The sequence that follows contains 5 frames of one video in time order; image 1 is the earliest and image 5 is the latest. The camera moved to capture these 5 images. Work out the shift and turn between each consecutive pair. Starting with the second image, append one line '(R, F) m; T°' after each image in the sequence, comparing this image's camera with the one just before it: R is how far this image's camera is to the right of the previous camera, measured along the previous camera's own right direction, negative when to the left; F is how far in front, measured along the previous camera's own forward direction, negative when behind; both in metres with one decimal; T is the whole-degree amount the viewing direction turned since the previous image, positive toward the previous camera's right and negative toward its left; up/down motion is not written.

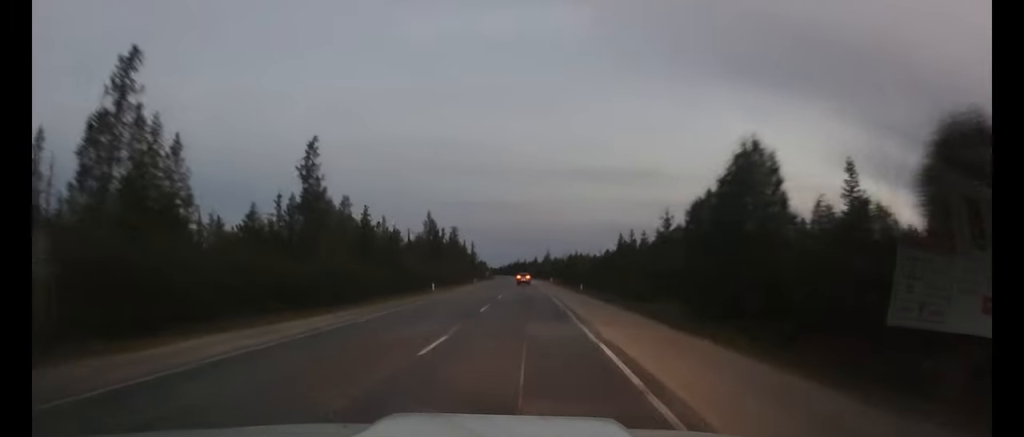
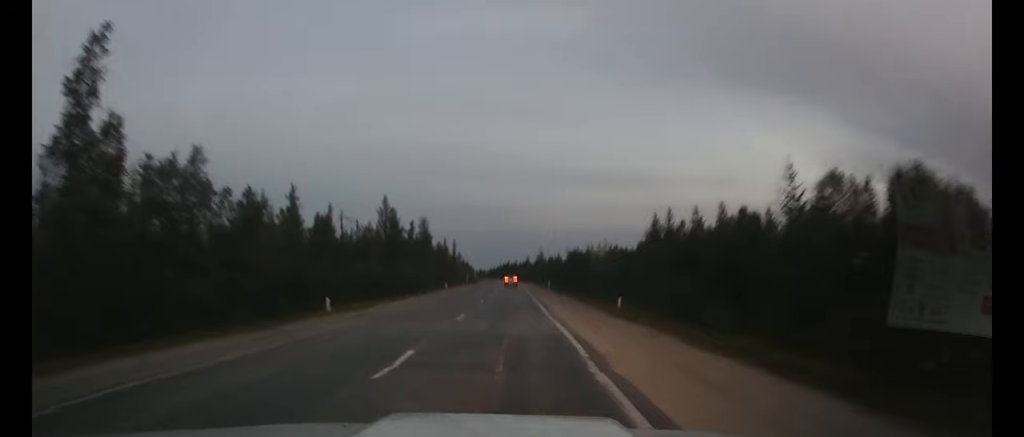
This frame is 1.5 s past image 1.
(+0.1, +27.0) m; +1°
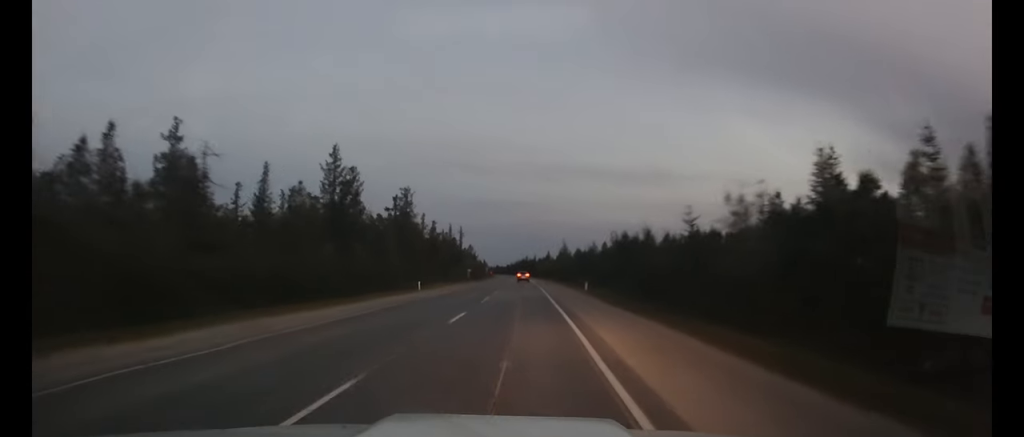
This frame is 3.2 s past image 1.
(0.0, +29.7) m; -1°
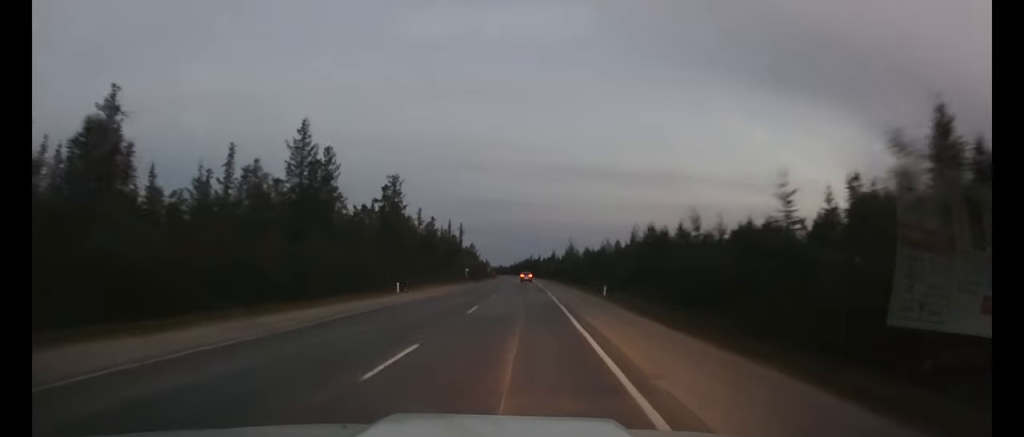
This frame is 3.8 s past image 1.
(0.0, +9.2) m; 0°
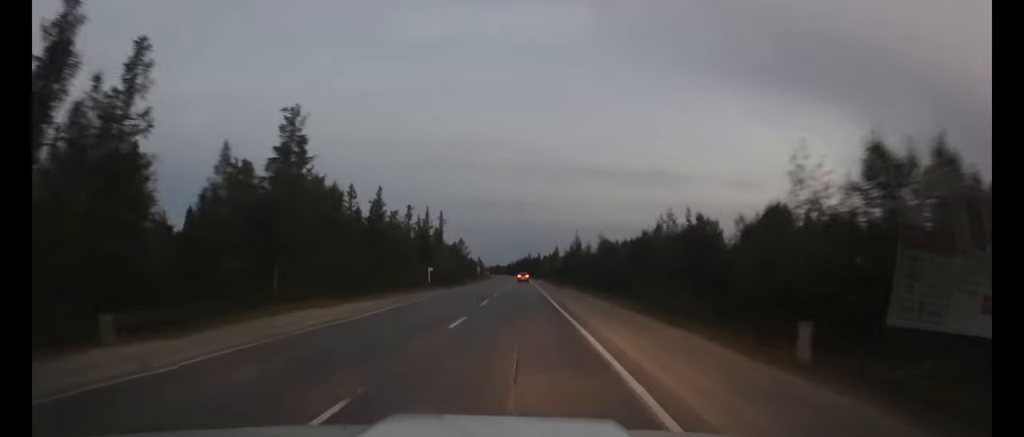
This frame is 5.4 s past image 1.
(-0.3, +28.2) m; -1°
